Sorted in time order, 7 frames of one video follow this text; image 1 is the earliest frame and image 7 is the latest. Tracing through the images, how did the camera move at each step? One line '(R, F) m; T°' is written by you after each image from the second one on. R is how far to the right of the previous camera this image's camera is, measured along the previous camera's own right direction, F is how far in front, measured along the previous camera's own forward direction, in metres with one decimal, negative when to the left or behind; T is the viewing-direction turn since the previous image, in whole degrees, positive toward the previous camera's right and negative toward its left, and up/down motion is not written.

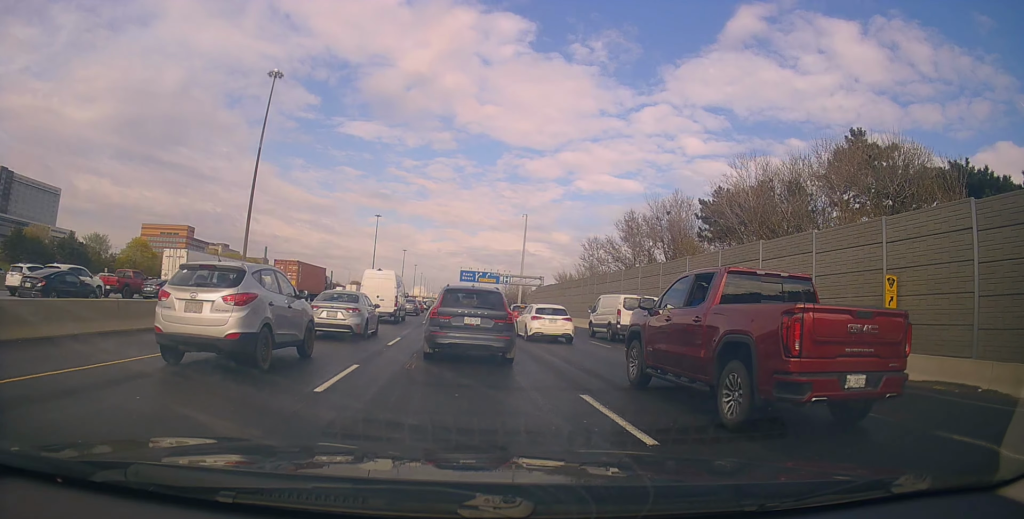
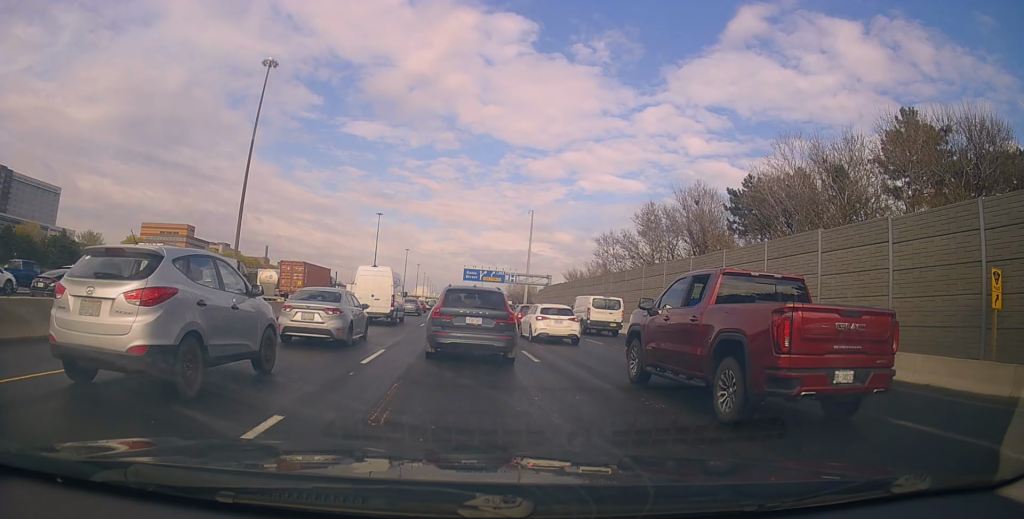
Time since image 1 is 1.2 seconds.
(+0.1, +4.9) m; +3°
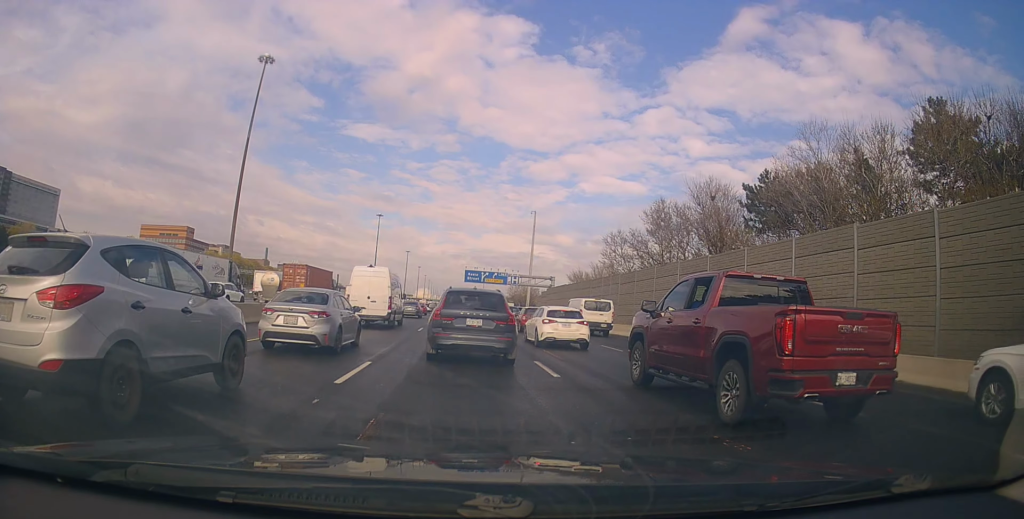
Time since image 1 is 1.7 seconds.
(0.0, +2.4) m; +3°
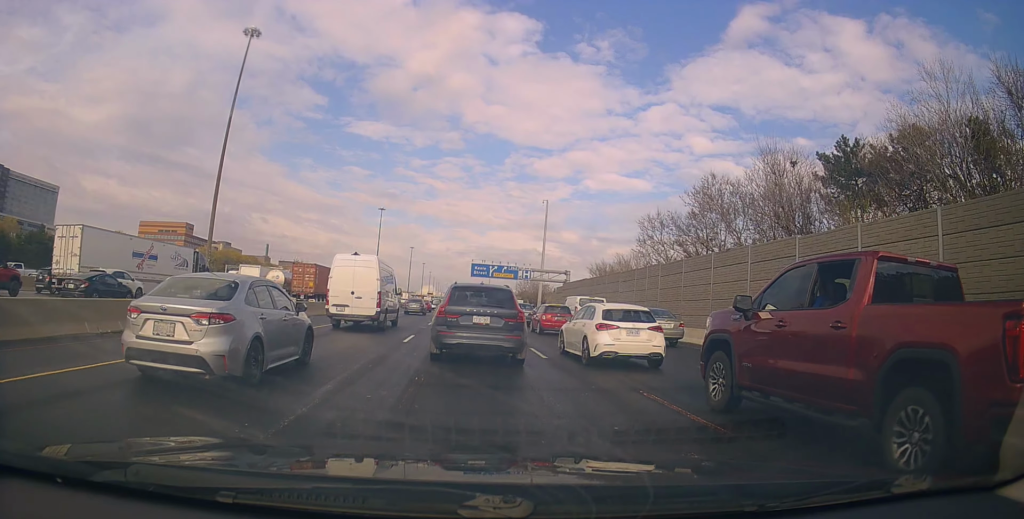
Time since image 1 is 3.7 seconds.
(-0.2, +9.1) m; -5°
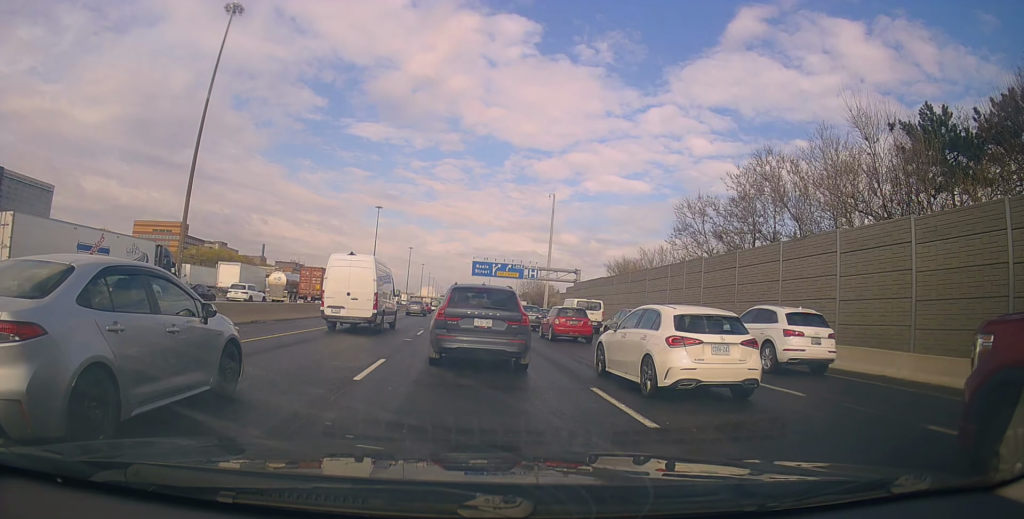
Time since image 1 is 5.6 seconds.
(+0.3, +7.7) m; +5°
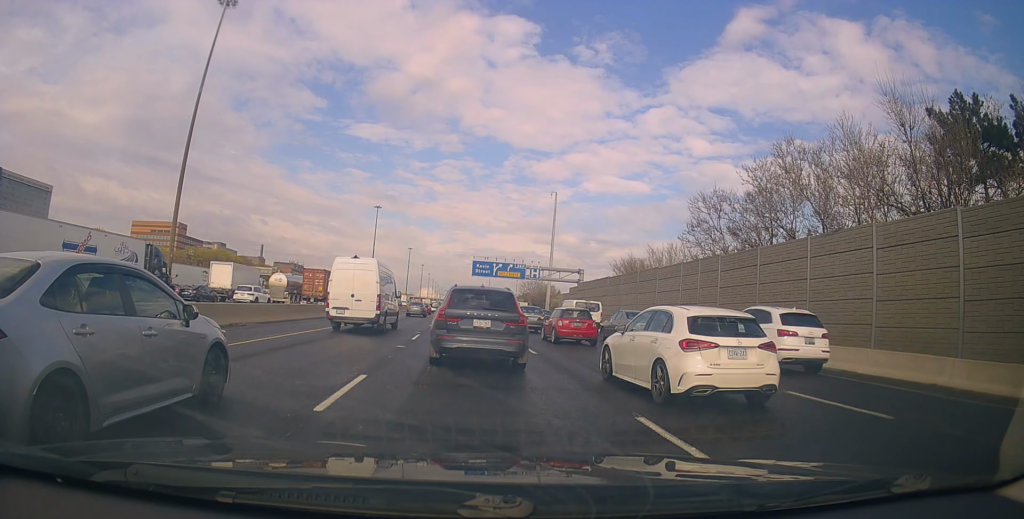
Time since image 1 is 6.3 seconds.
(0.0, +2.7) m; +1°
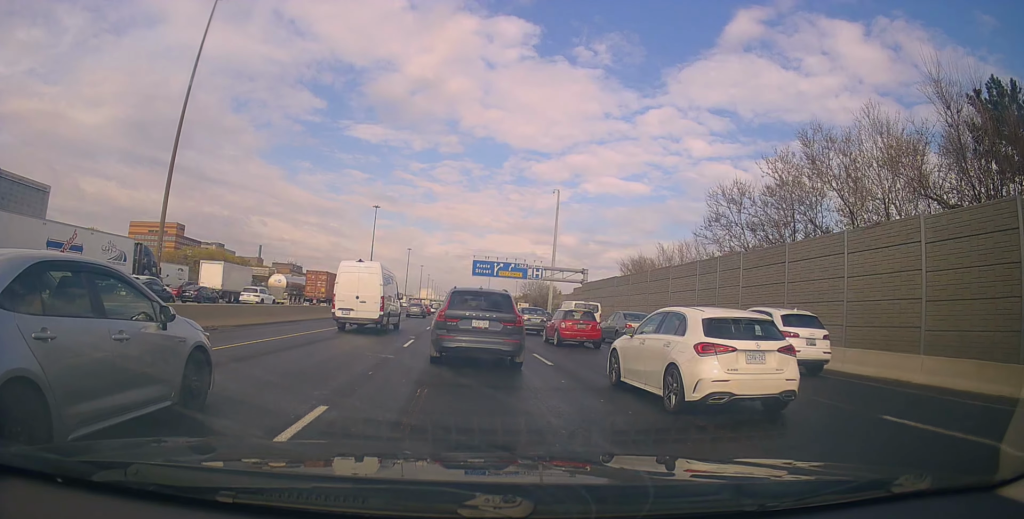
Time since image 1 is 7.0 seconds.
(0.0, +2.8) m; +1°
